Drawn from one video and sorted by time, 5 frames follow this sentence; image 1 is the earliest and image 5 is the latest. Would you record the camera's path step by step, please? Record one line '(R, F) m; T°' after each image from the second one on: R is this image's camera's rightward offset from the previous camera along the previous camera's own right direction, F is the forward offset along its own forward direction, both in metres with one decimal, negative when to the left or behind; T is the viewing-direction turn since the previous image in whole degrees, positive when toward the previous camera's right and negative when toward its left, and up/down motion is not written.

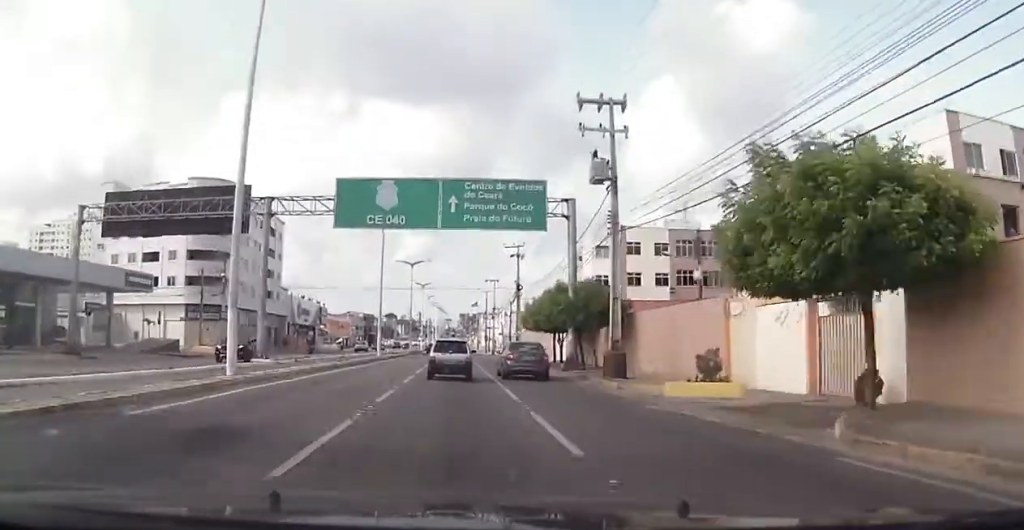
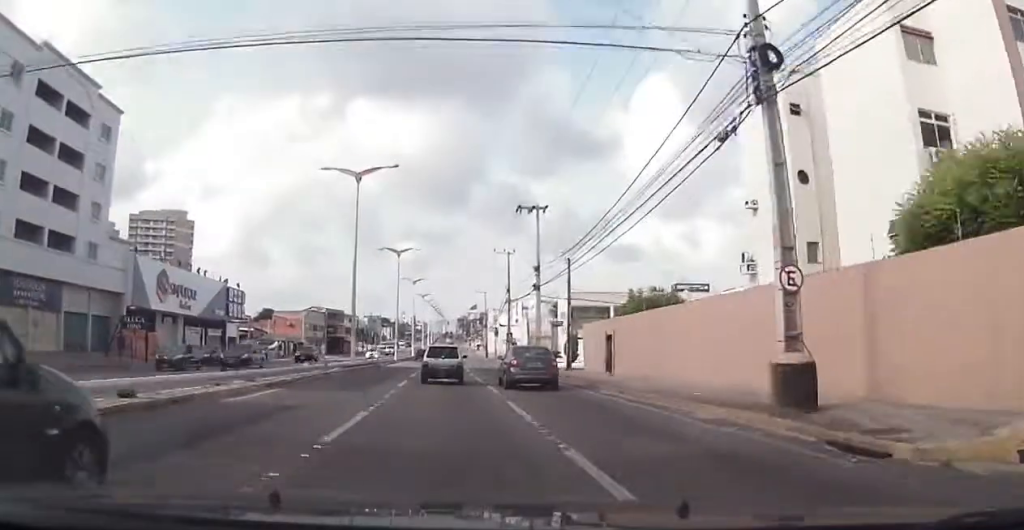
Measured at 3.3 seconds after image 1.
(0.0, +53.4) m; -2°
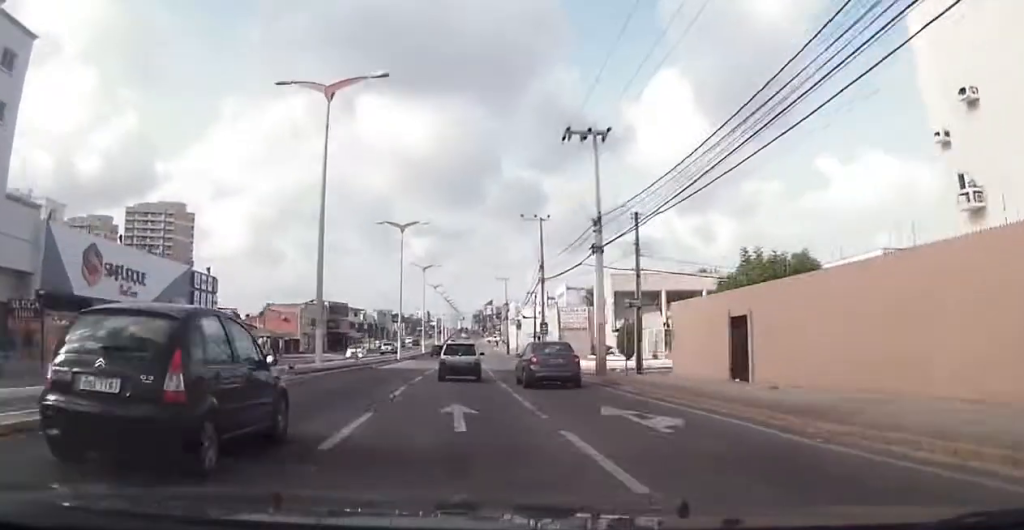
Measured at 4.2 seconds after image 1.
(-0.4, +15.0) m; -1°
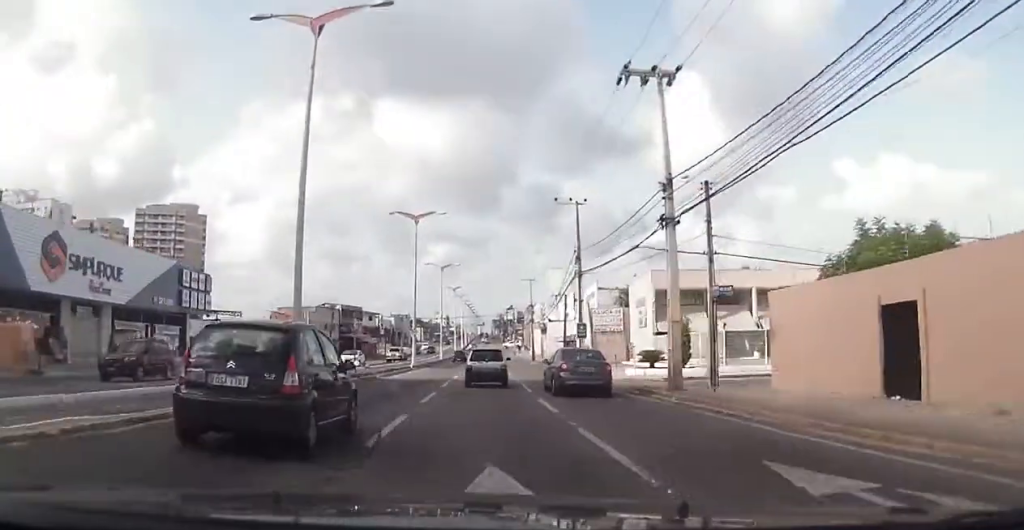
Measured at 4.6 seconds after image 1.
(-0.1, +7.3) m; 0°
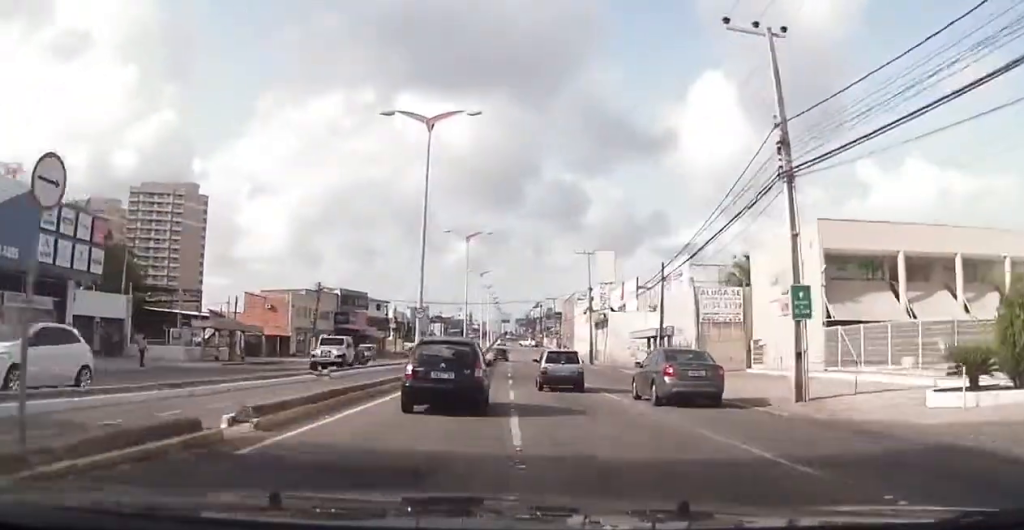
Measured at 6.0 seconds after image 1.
(+0.1, +24.5) m; 0°
